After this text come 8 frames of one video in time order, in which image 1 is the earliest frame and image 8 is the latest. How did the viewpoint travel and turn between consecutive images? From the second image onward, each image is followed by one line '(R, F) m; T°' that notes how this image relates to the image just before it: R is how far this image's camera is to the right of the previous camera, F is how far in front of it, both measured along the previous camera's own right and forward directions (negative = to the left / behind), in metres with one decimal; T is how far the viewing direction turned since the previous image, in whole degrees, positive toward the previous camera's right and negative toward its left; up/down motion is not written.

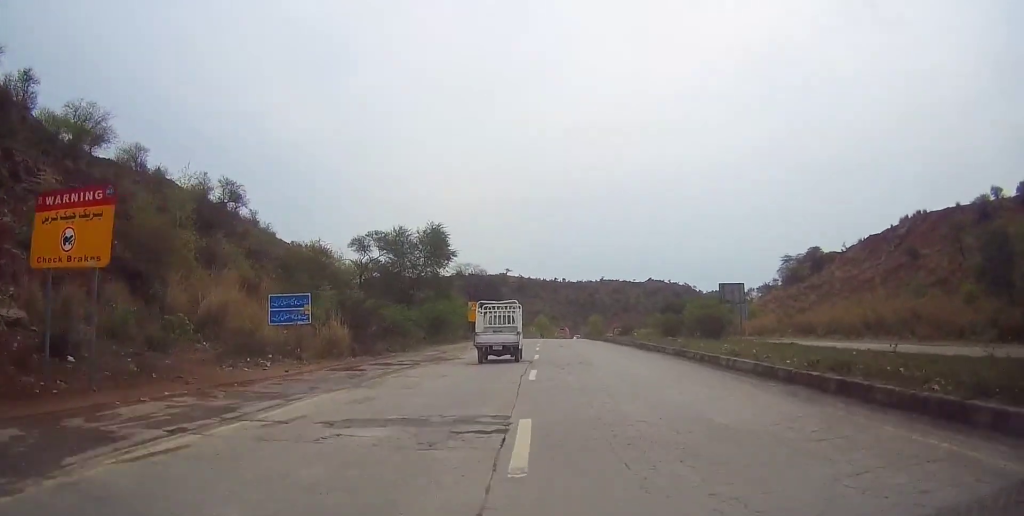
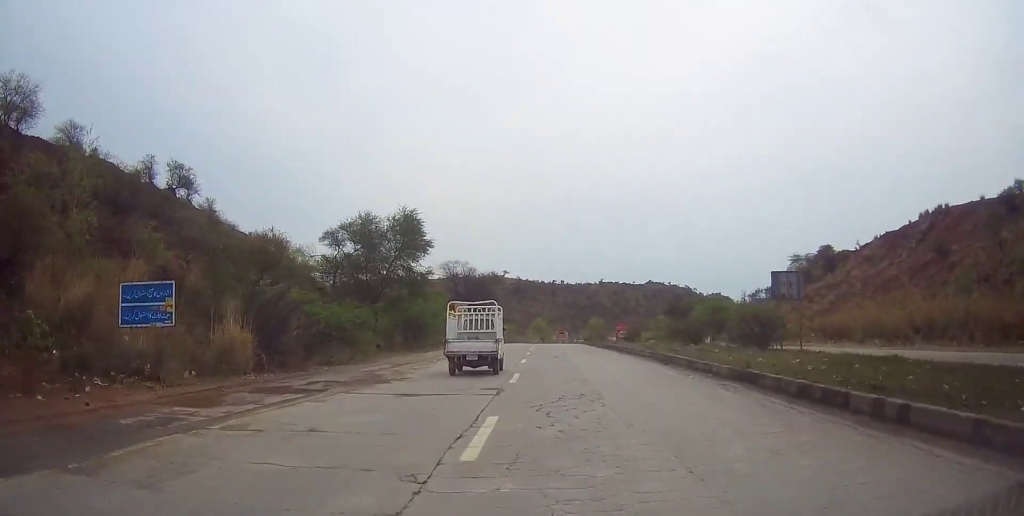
(+0.1, +8.4) m; 0°
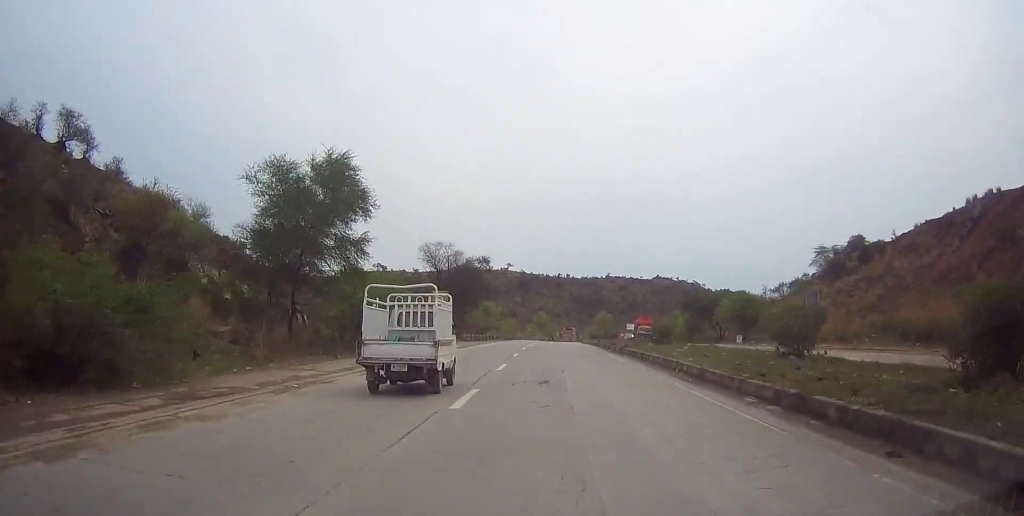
(-0.4, +14.9) m; 0°
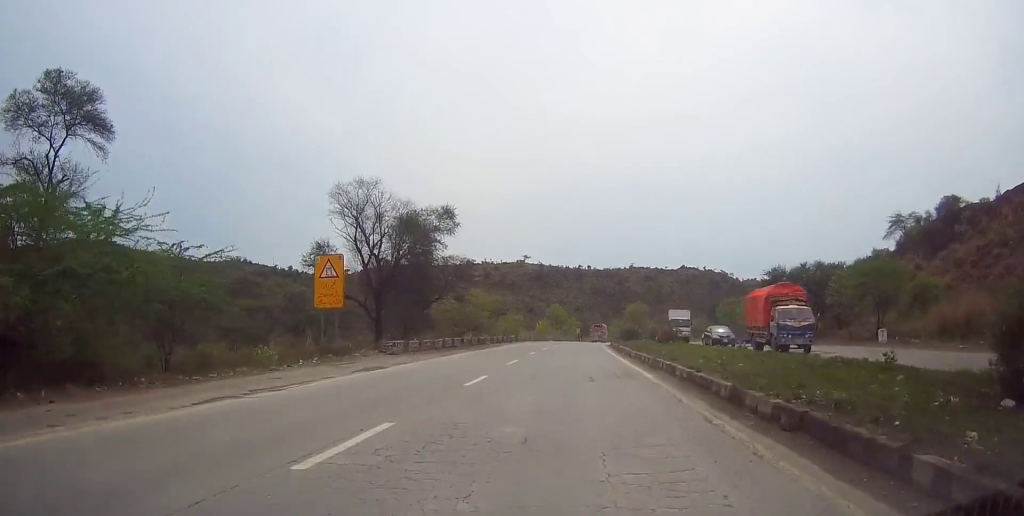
(-0.2, +32.0) m; -2°
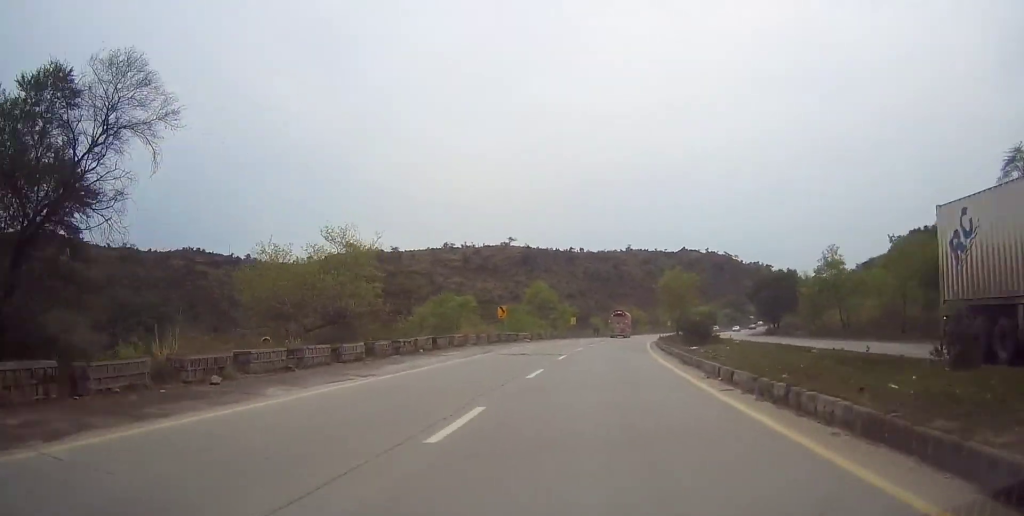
(+0.5, +44.3) m; +2°
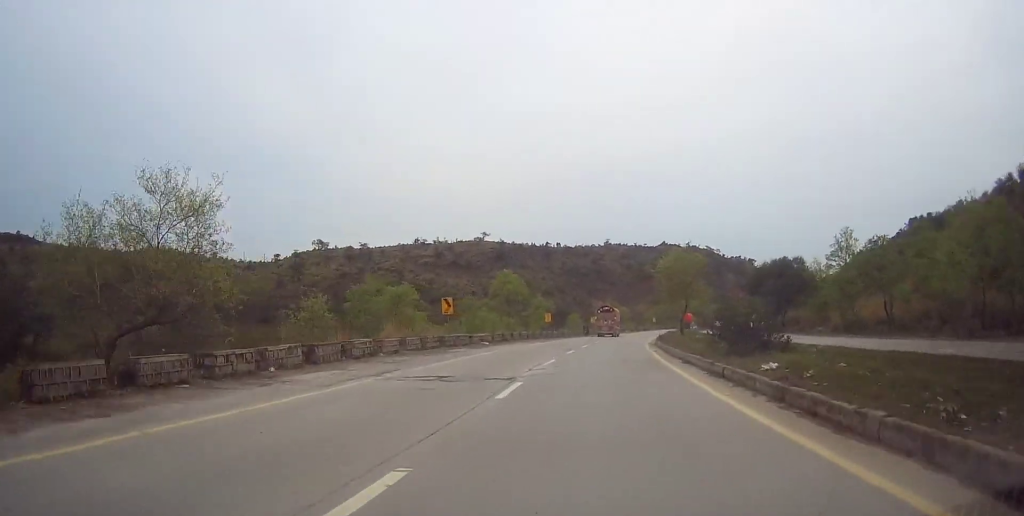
(-0.1, +13.6) m; +2°
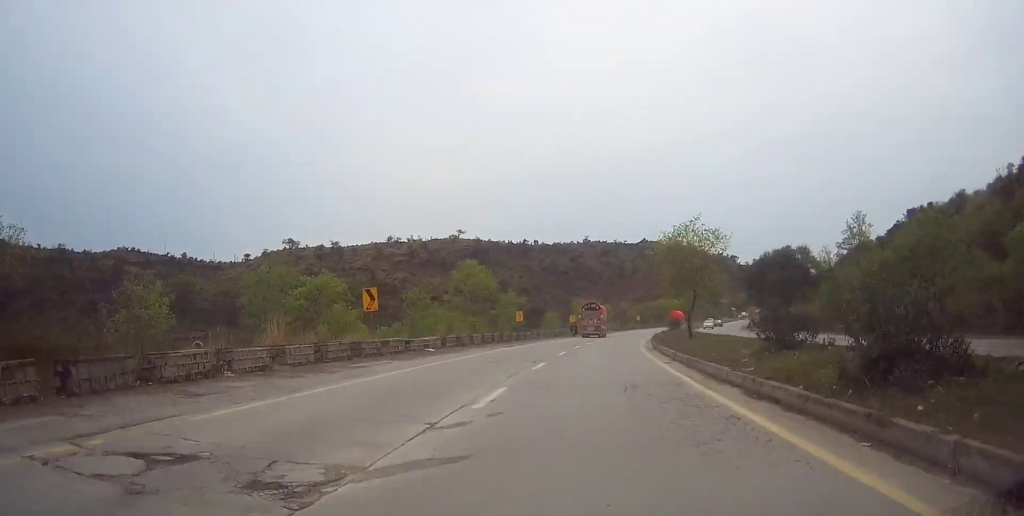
(+0.4, +10.7) m; +2°
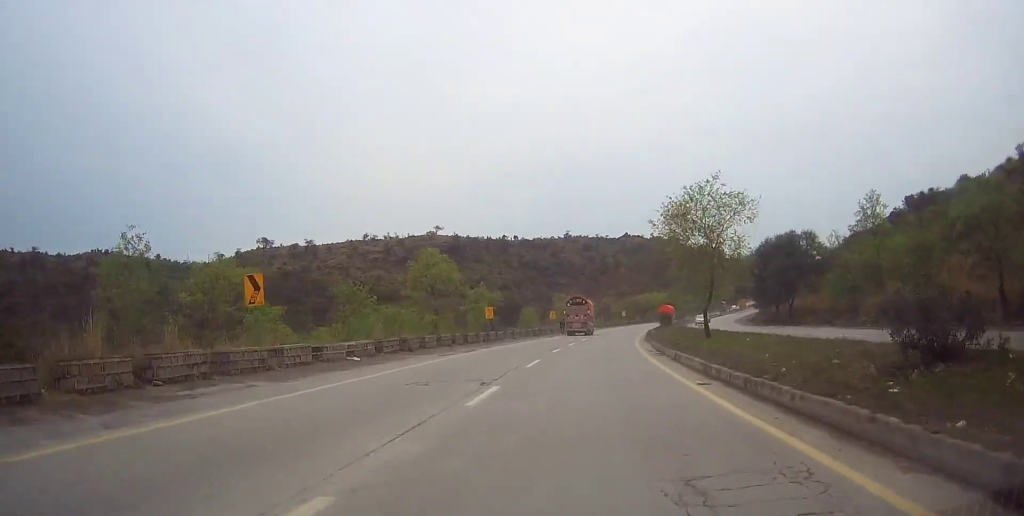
(+0.3, +8.5) m; +1°
